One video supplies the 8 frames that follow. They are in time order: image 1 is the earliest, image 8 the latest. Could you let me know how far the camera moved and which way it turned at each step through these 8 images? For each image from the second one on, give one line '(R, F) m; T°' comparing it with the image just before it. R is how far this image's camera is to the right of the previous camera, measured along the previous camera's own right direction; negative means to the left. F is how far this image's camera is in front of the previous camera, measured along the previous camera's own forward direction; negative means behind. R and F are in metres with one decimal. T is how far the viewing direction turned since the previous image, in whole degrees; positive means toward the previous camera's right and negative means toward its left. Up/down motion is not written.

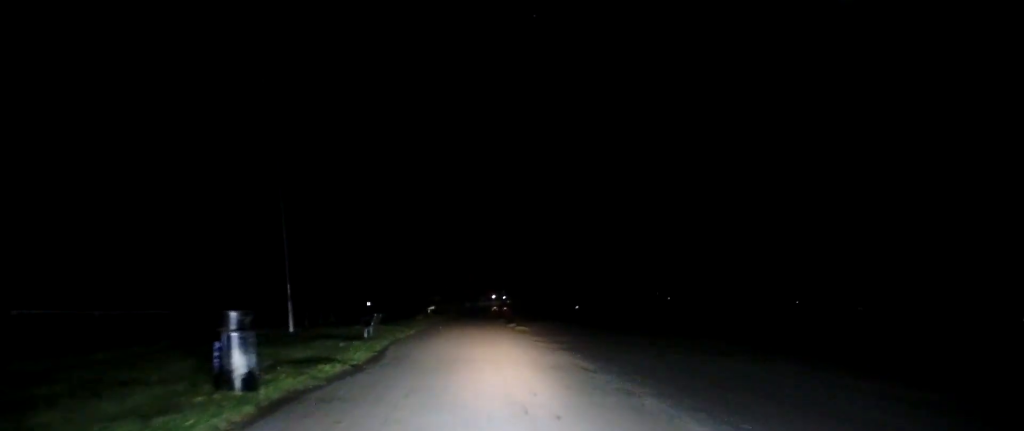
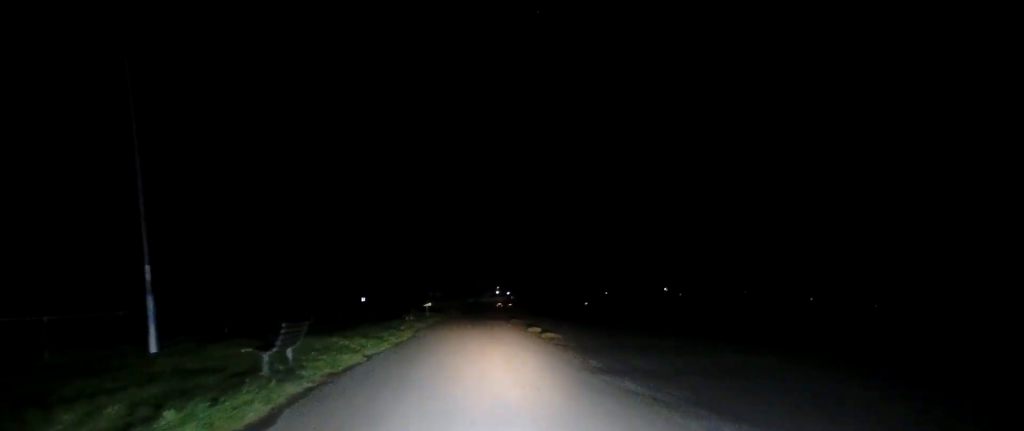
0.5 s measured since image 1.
(-0.3, +12.0) m; 0°
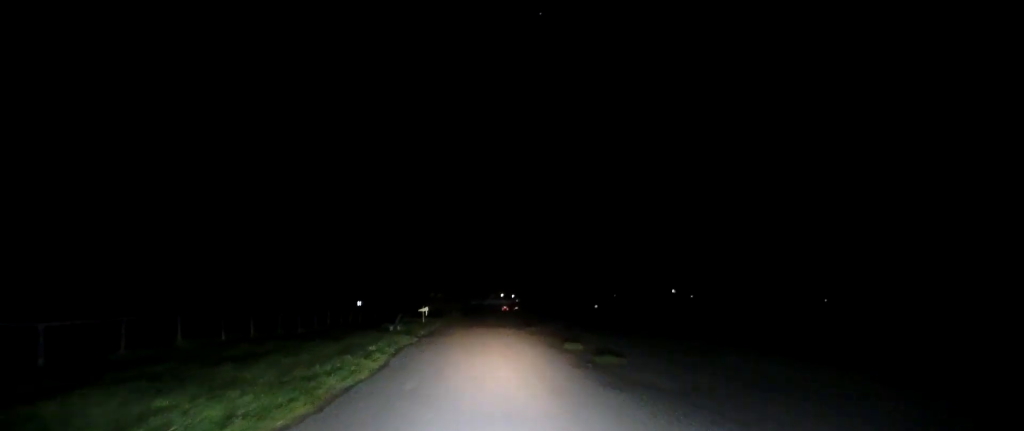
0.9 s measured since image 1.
(0.0, +10.3) m; 0°
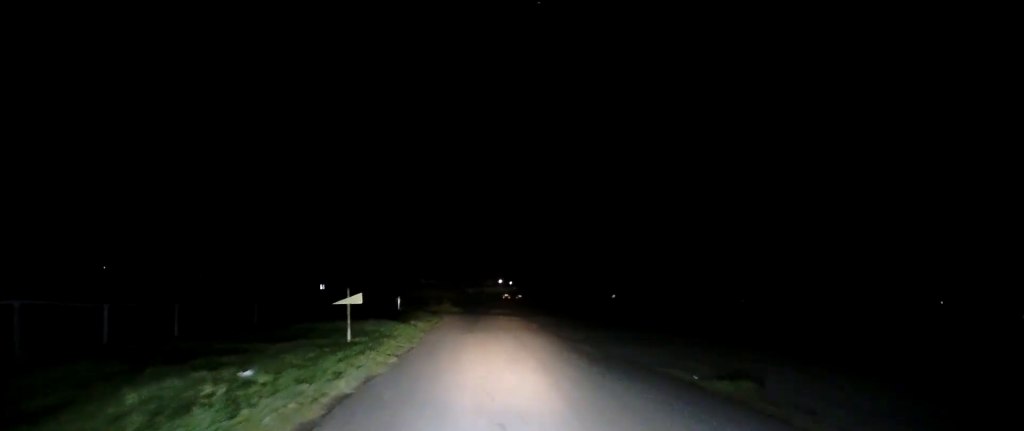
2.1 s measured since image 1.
(+0.5, +27.3) m; +2°
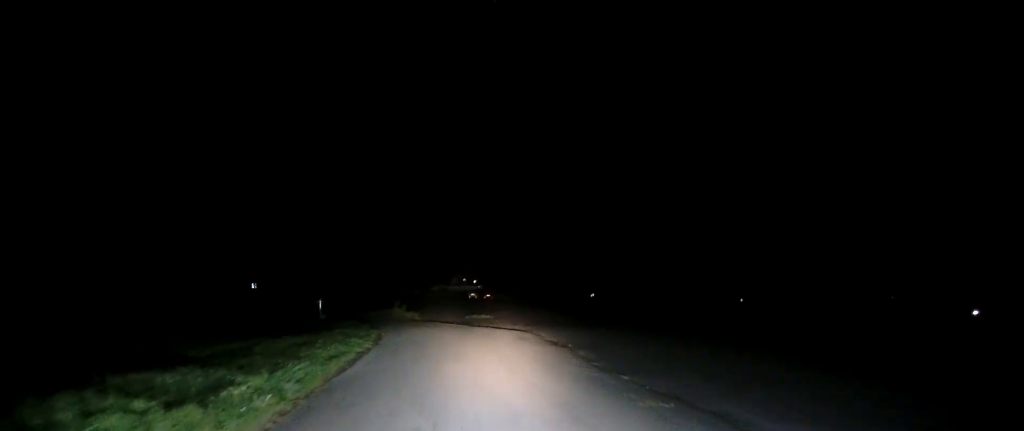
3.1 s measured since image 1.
(+0.3, +17.2) m; 0°
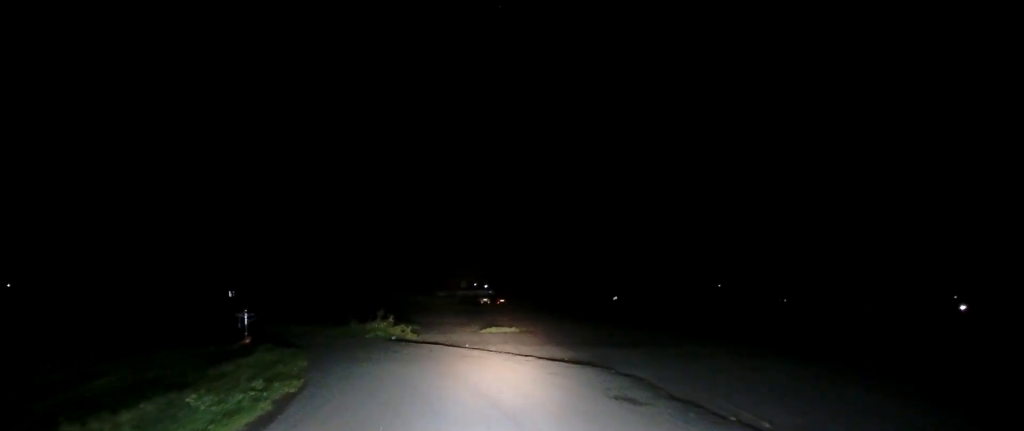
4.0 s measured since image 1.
(+0.1, +12.1) m; -6°
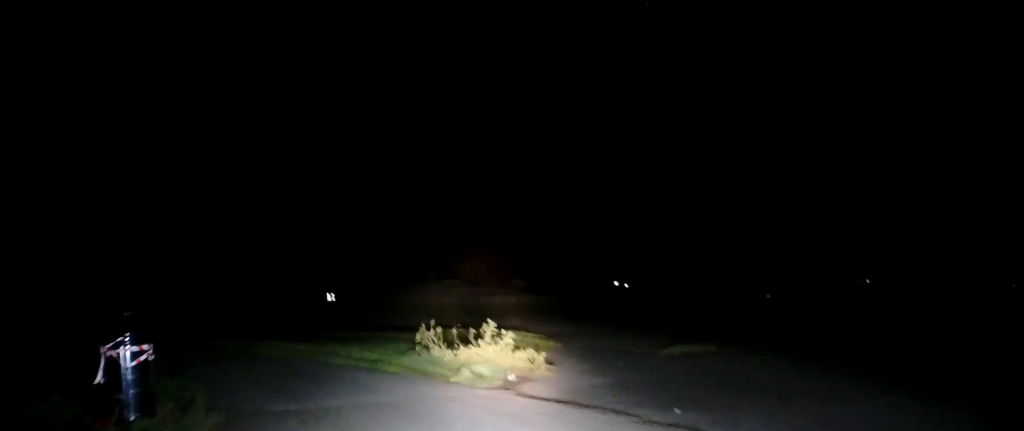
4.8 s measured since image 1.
(-0.6, +11.0) m; -17°
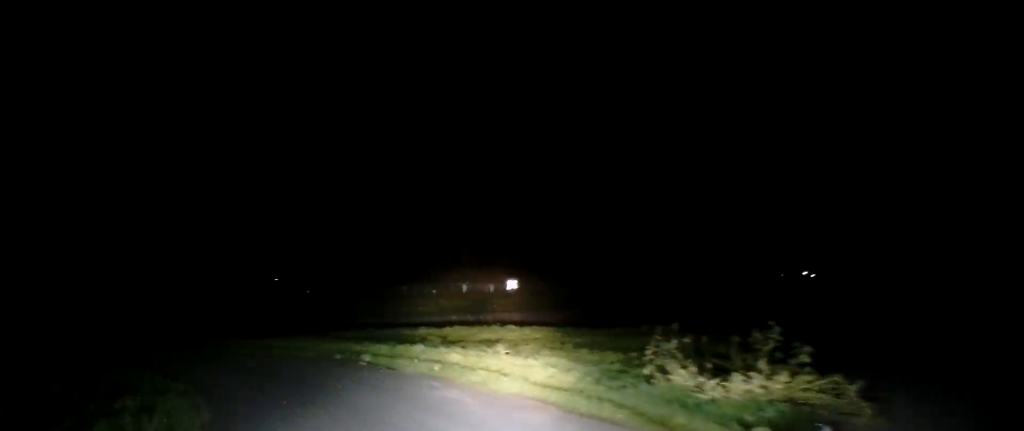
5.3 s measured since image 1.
(-1.2, +5.9) m; -16°
